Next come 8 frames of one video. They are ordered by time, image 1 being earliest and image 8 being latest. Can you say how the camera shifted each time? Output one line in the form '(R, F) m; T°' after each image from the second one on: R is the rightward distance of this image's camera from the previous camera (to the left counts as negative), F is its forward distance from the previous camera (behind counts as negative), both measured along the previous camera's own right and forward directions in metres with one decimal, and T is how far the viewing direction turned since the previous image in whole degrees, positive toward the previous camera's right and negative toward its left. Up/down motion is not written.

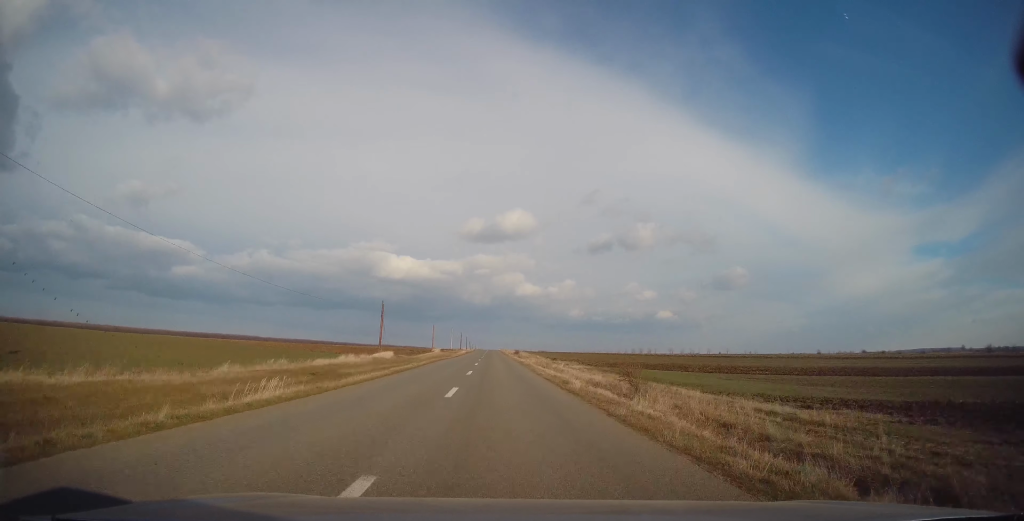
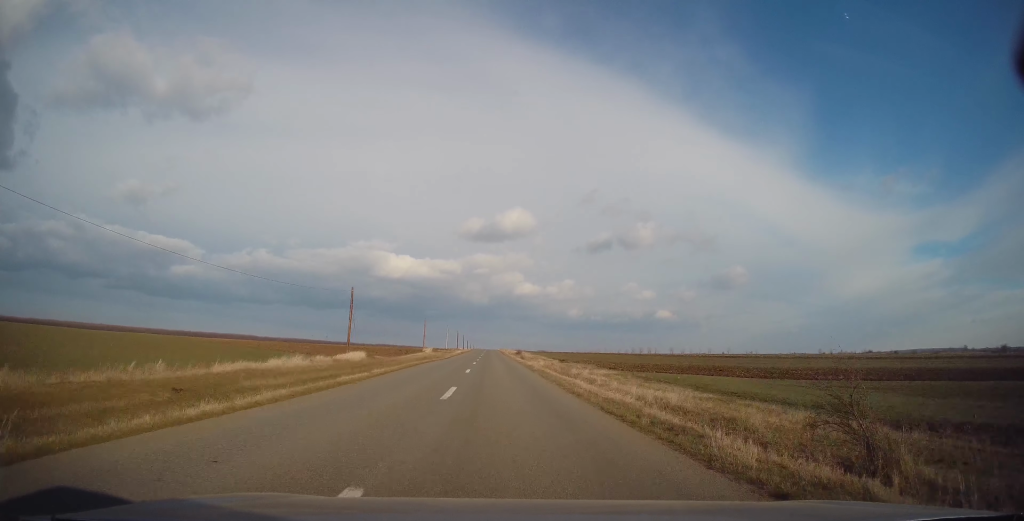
(0.0, +11.9) m; 0°
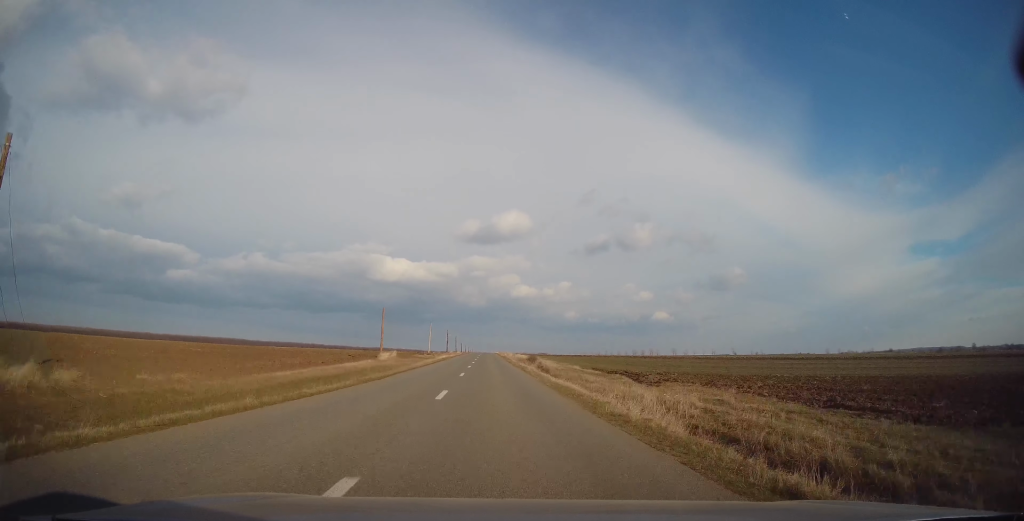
(+0.1, +33.5) m; 0°
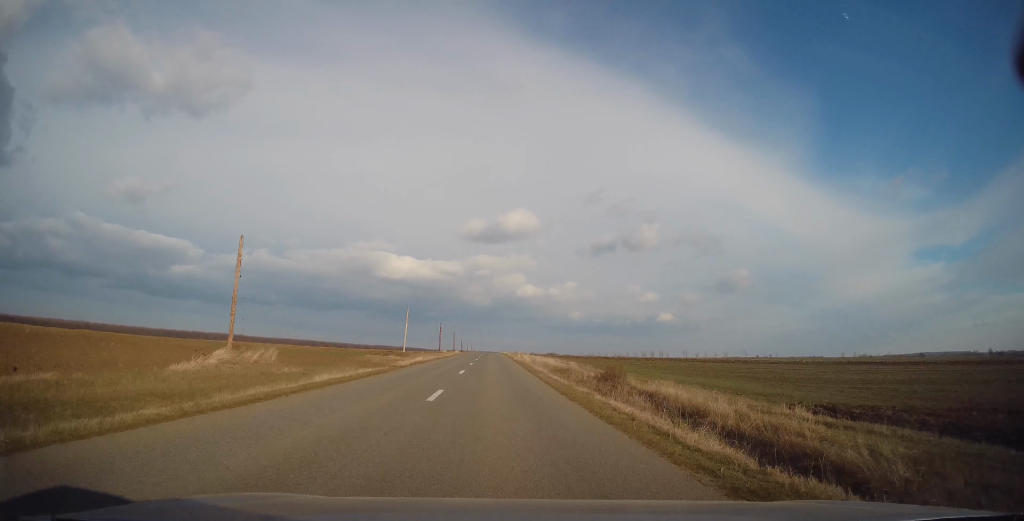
(+0.1, +35.9) m; 0°
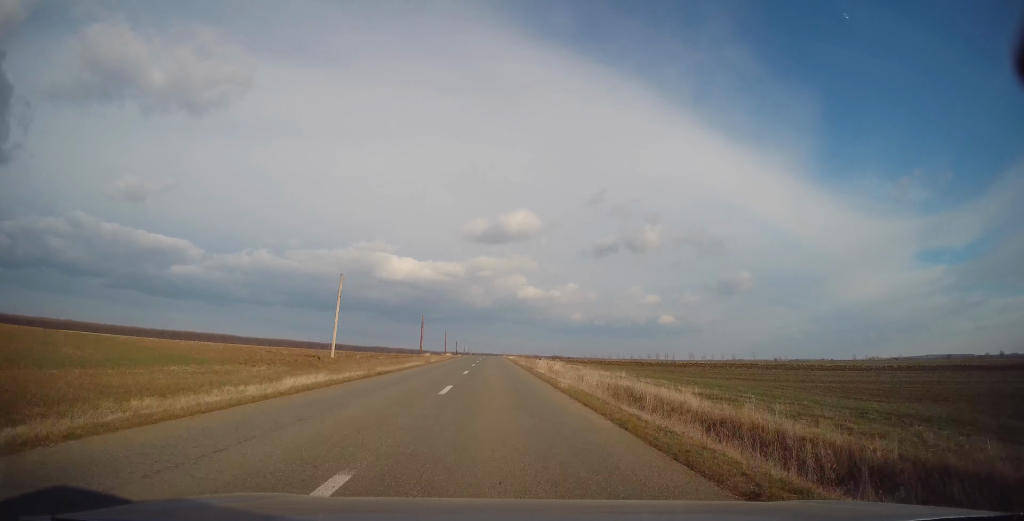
(-0.3, +33.2) m; 0°
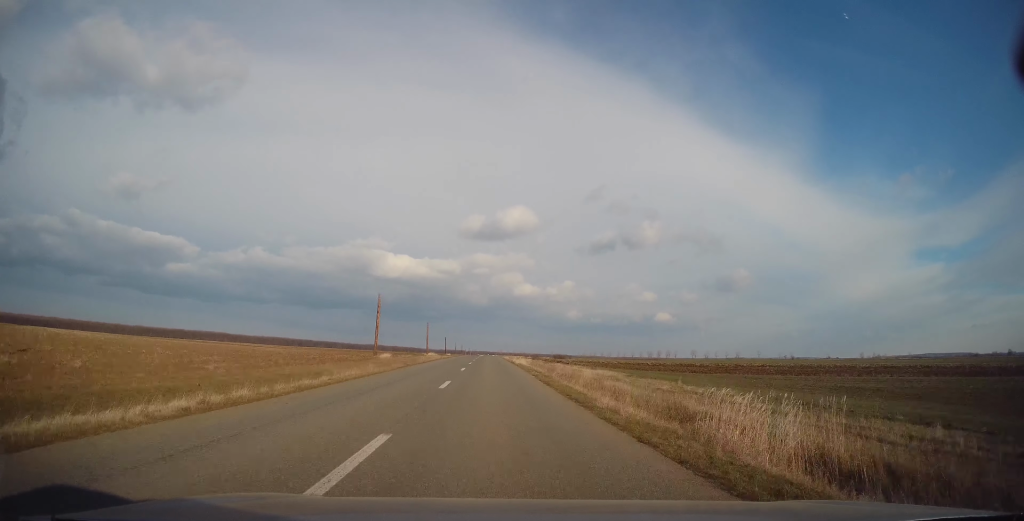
(+0.1, +33.2) m; +1°
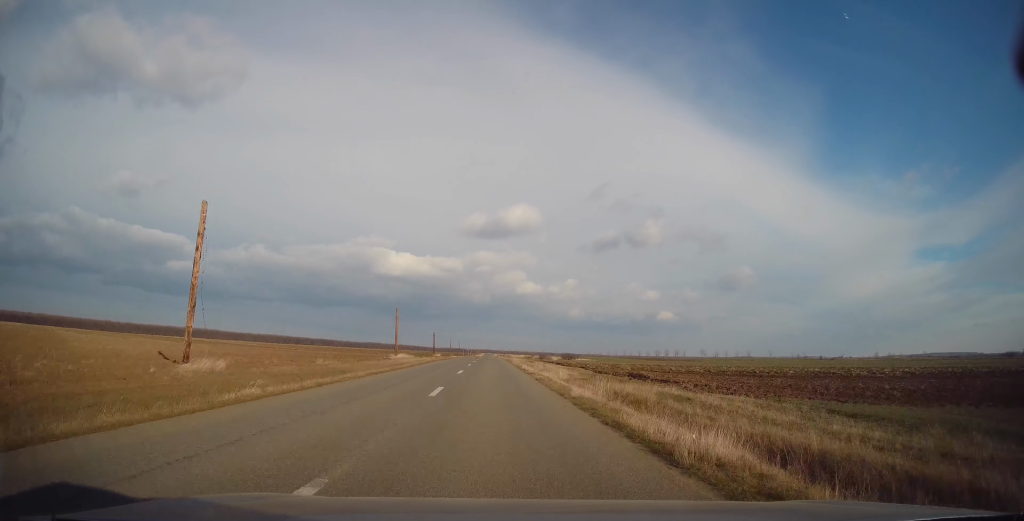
(+0.2, +37.6) m; 0°
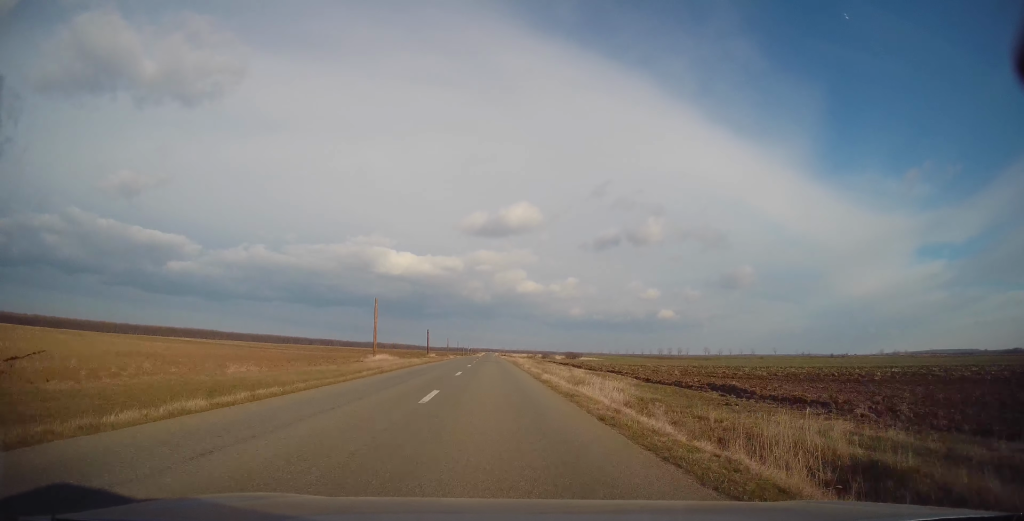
(0.0, +13.6) m; 0°
